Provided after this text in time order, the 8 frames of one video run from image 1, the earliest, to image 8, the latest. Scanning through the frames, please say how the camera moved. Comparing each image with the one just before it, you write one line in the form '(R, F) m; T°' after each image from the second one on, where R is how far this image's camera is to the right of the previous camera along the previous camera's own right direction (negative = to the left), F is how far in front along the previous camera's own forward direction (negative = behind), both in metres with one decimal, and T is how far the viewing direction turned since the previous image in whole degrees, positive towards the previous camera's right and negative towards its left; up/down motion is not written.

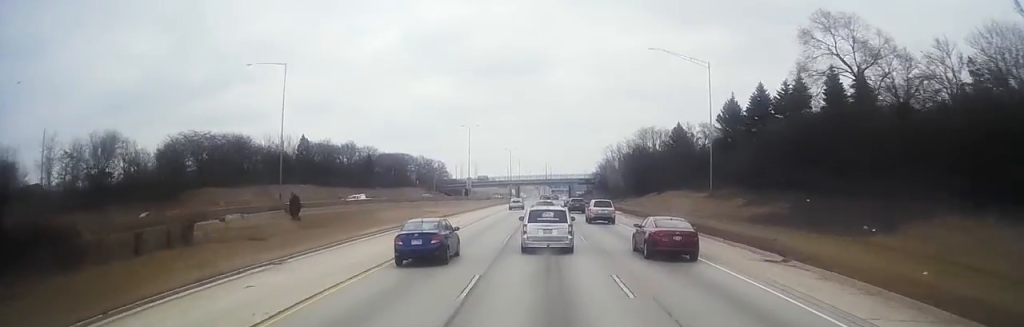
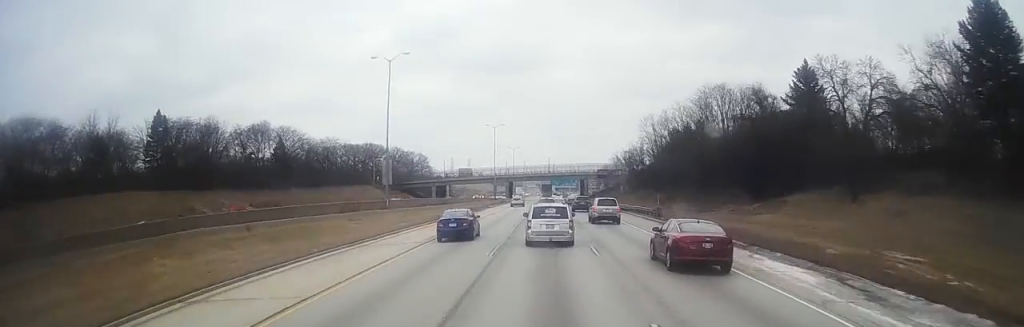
(-2.2, +66.3) m; -1°
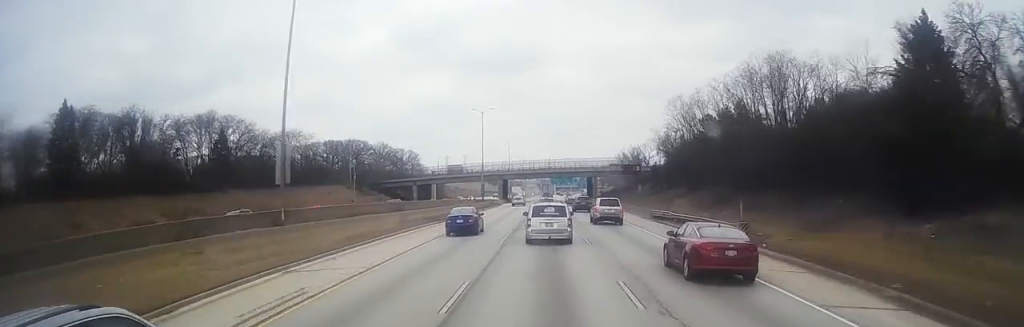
(+0.4, +24.7) m; 0°
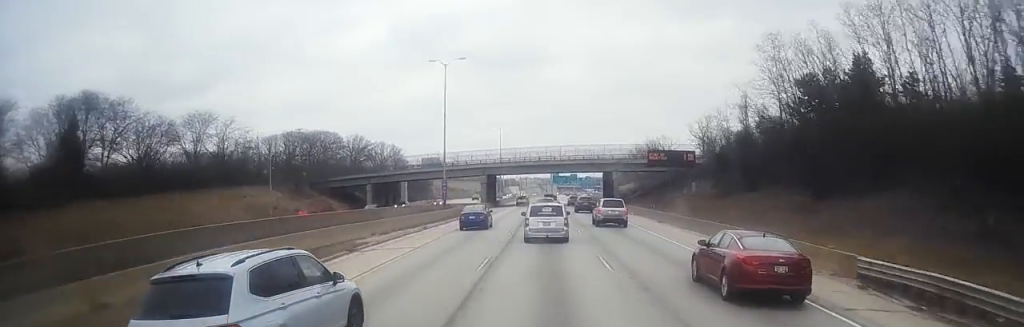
(-0.4, +38.7) m; -1°
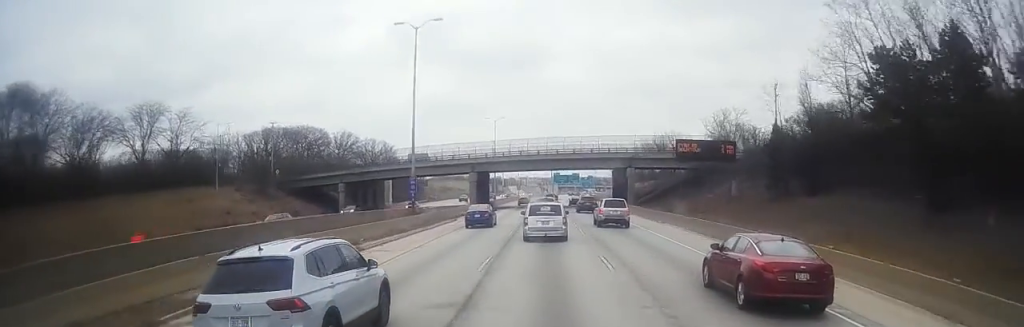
(0.0, +14.9) m; 0°
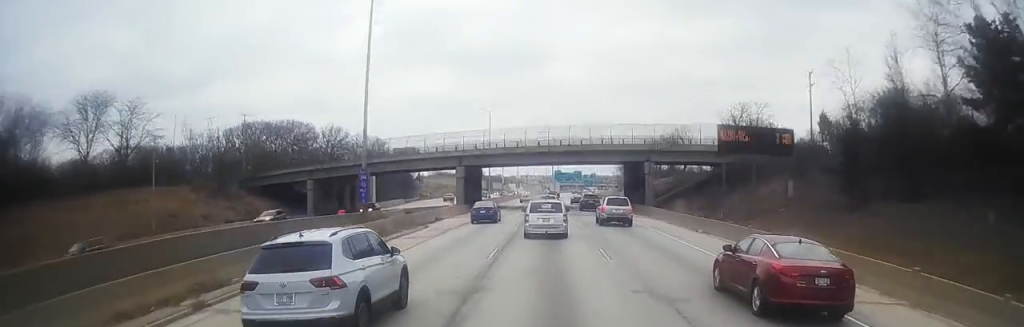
(-0.1, +13.1) m; 0°
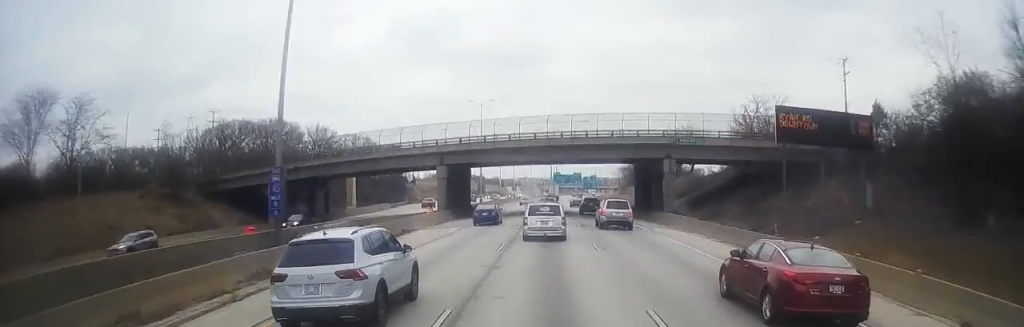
(+0.1, +11.2) m; 0°
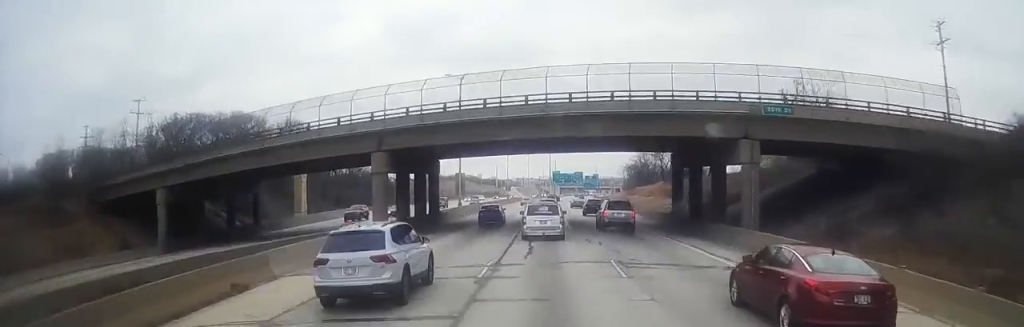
(+0.4, +21.6) m; 0°
